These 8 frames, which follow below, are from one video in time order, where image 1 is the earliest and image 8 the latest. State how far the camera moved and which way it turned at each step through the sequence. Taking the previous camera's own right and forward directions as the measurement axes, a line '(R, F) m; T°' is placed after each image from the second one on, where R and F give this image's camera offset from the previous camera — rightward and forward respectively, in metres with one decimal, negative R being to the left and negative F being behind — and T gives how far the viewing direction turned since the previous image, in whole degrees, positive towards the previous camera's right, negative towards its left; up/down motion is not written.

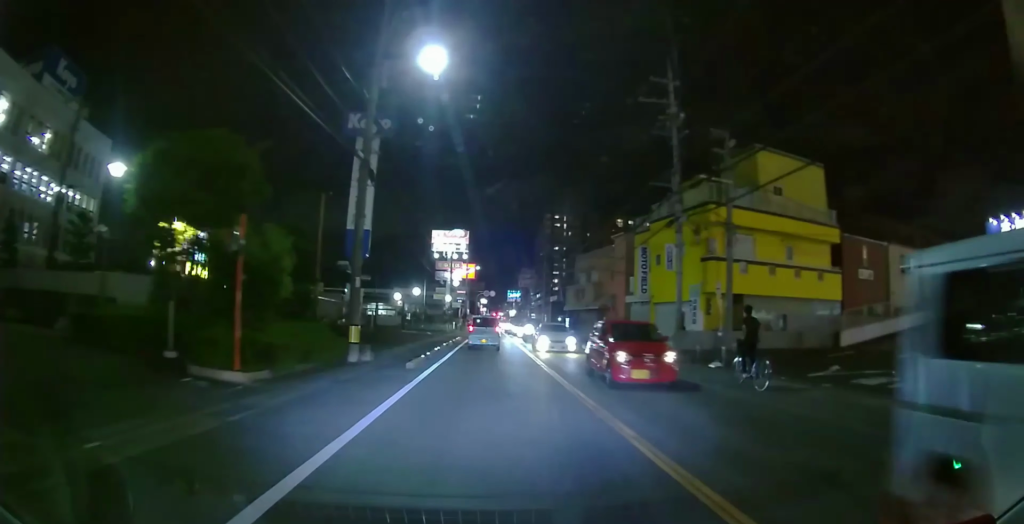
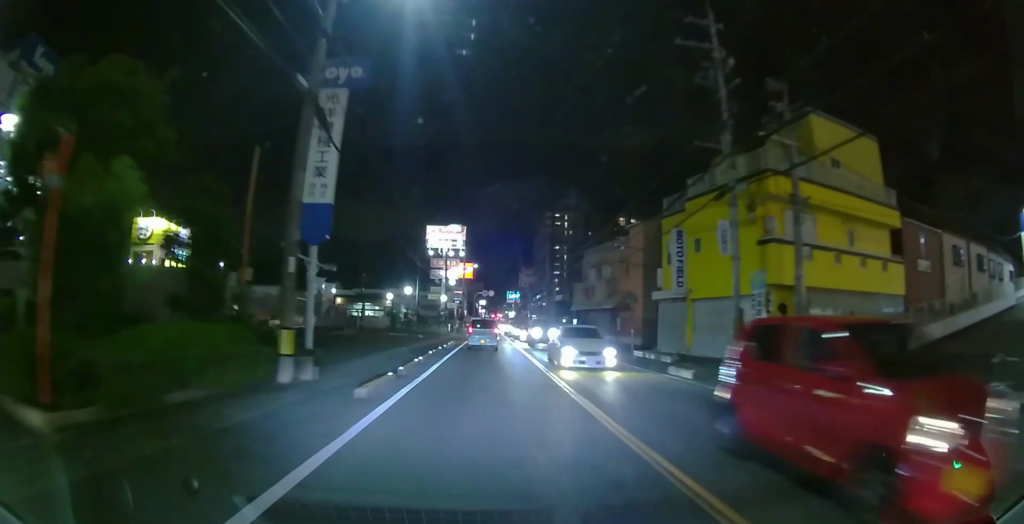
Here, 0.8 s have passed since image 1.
(0.0, +5.1) m; +1°
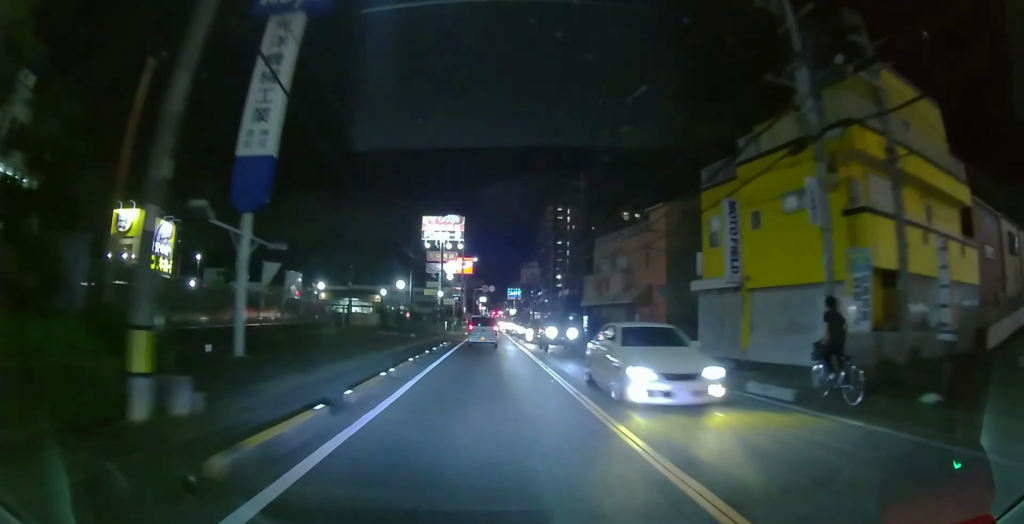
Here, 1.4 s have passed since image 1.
(+0.1, +4.6) m; +1°
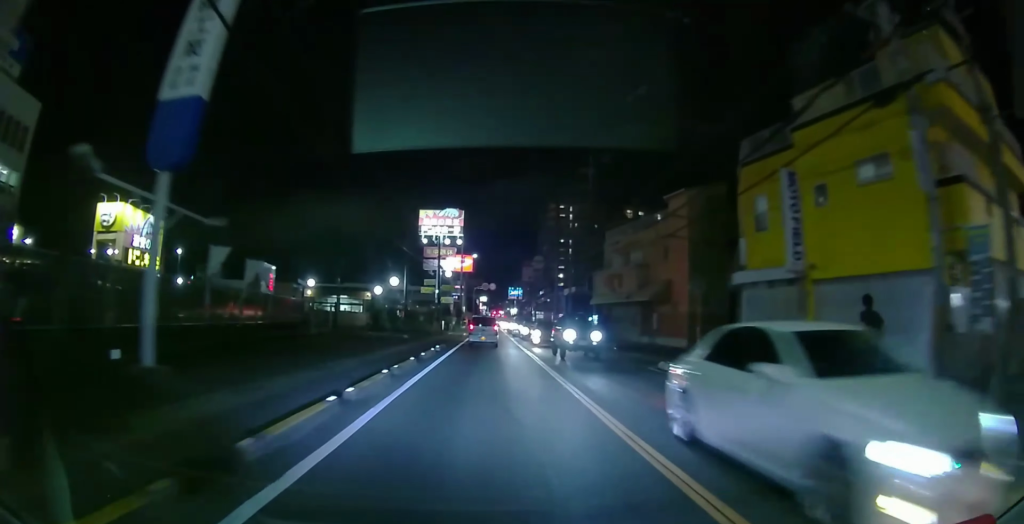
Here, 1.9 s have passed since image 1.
(0.0, +3.5) m; 0°
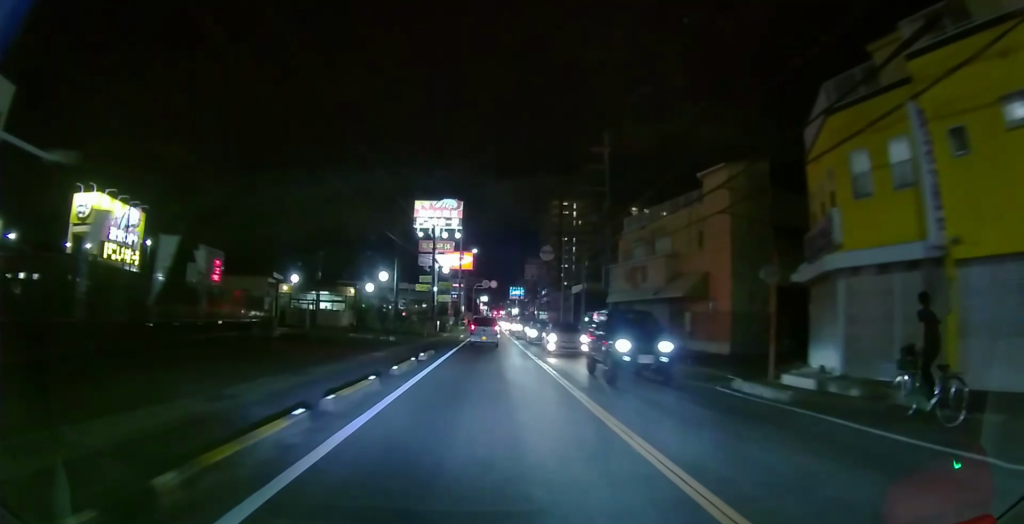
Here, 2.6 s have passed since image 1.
(0.0, +5.1) m; 0°
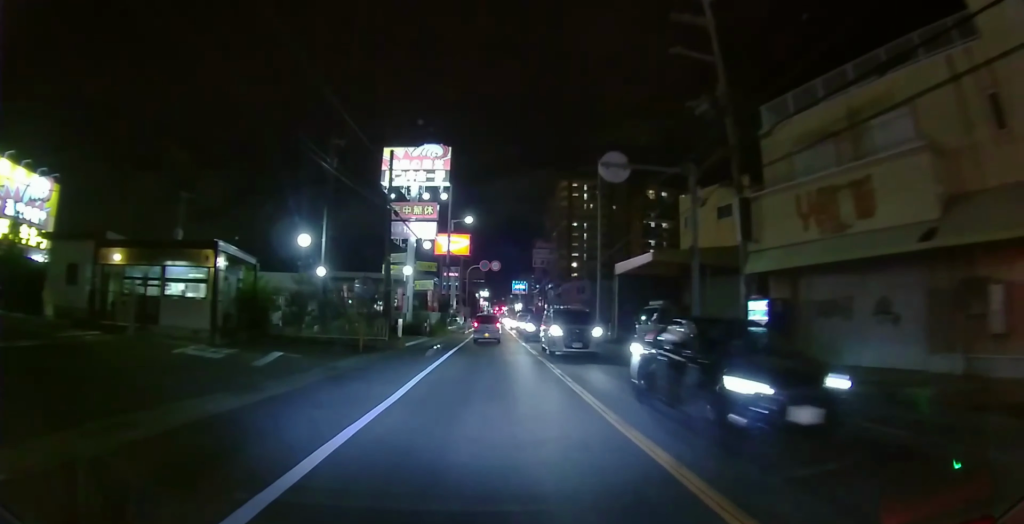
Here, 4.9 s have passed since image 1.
(0.0, +18.9) m; 0°
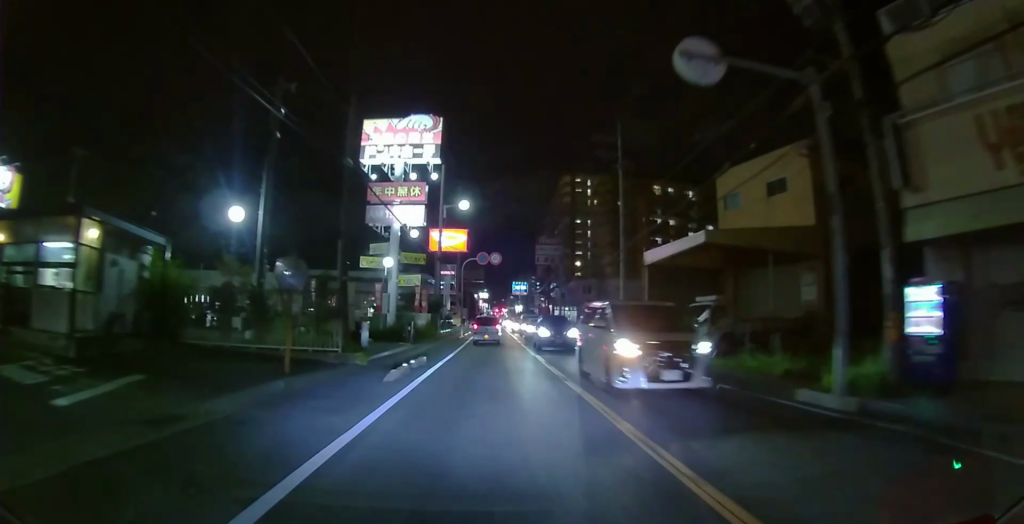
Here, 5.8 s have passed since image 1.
(0.0, +7.0) m; 0°
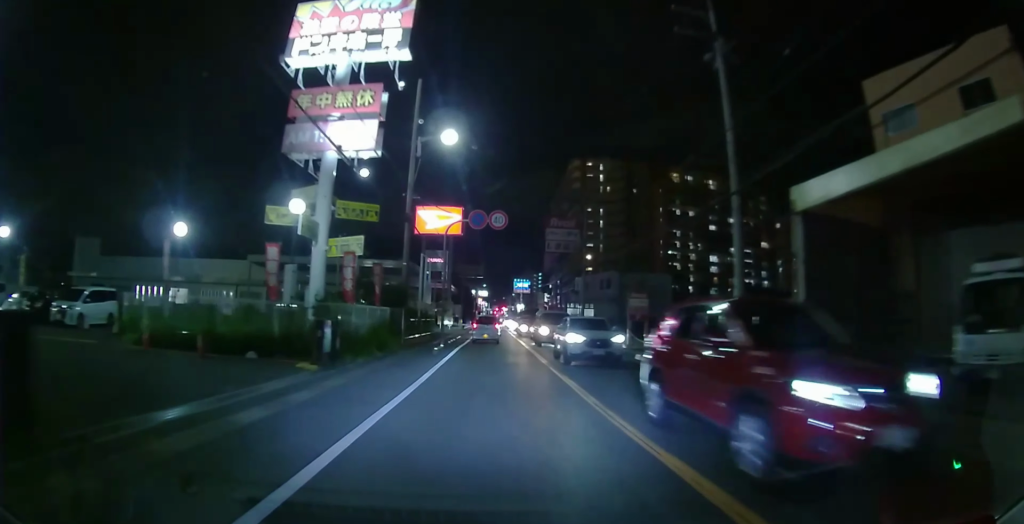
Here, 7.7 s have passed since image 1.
(0.0, +15.0) m; 0°
